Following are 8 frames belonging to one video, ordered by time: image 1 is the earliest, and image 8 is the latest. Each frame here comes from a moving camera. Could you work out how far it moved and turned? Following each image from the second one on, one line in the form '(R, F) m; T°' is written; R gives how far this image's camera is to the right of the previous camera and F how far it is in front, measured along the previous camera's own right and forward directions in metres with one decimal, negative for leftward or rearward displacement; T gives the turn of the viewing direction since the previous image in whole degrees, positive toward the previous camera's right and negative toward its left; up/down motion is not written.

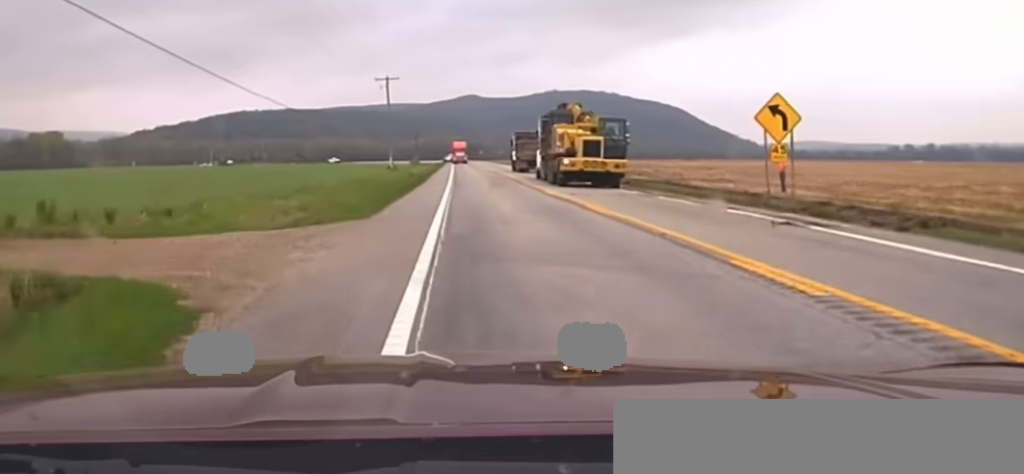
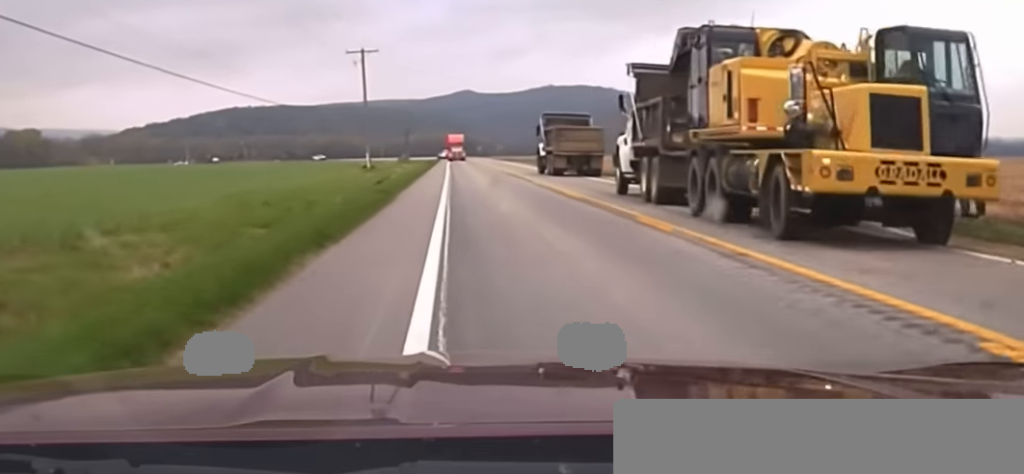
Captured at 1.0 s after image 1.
(0.0, +27.1) m; 0°
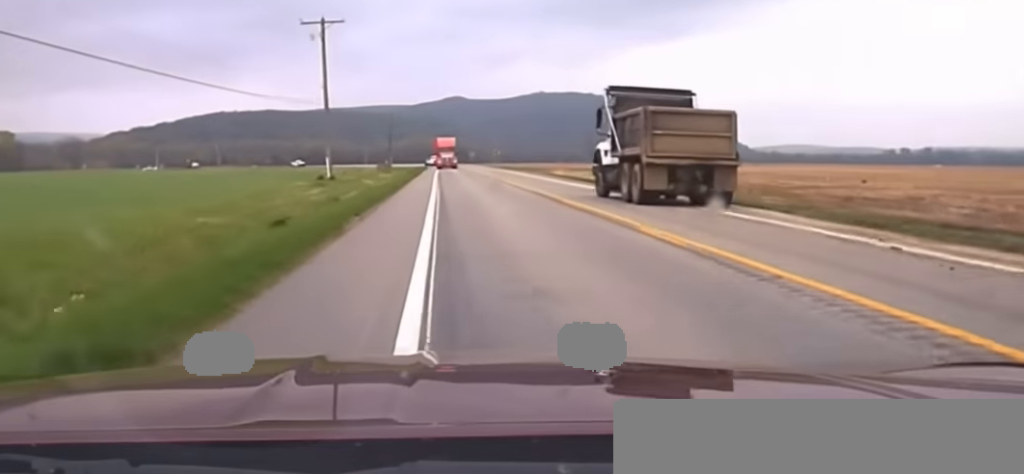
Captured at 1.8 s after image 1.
(+0.1, +22.8) m; +1°
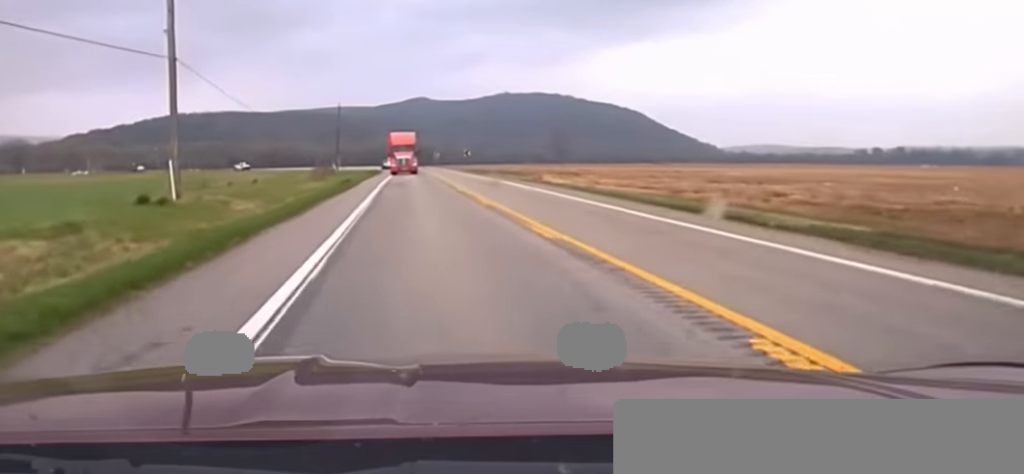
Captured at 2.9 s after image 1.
(+0.5, +31.5) m; +2°
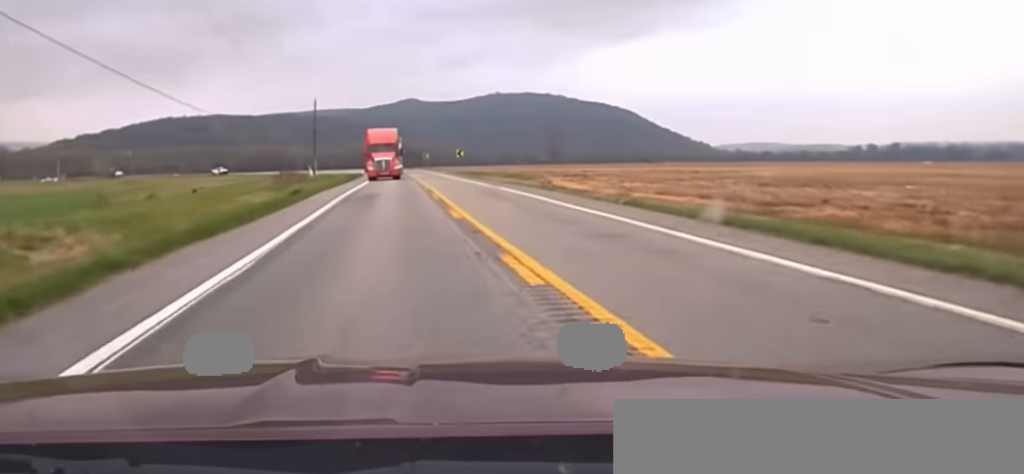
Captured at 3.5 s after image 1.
(+0.1, +17.5) m; +1°
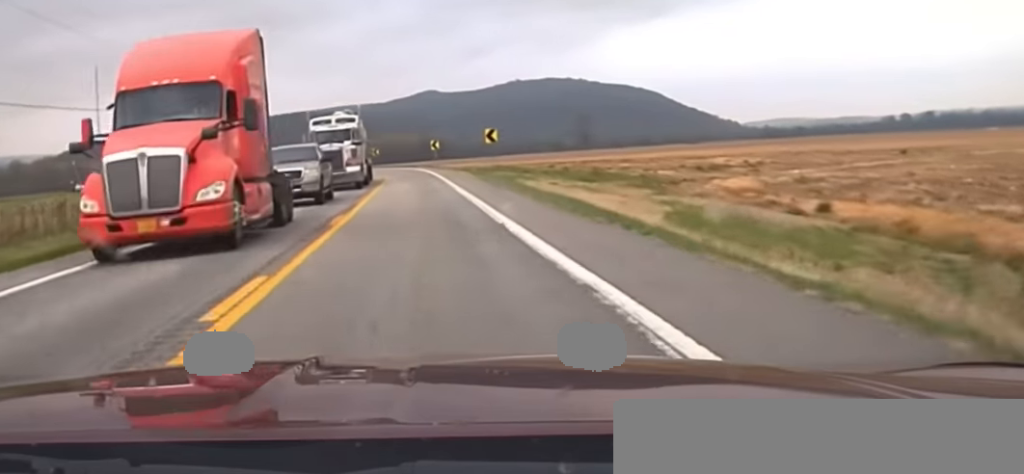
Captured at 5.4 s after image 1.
(+0.5, +69.0) m; -1°
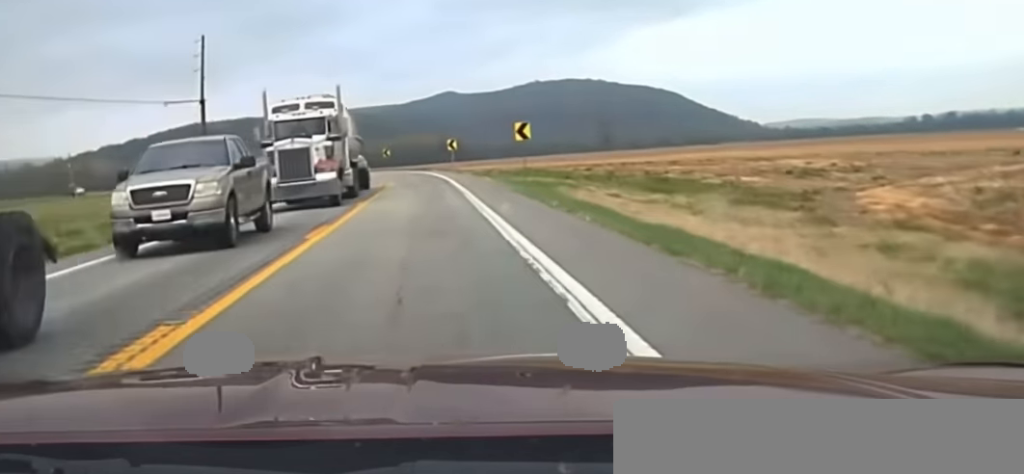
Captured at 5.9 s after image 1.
(-0.3, +16.0) m; -1°
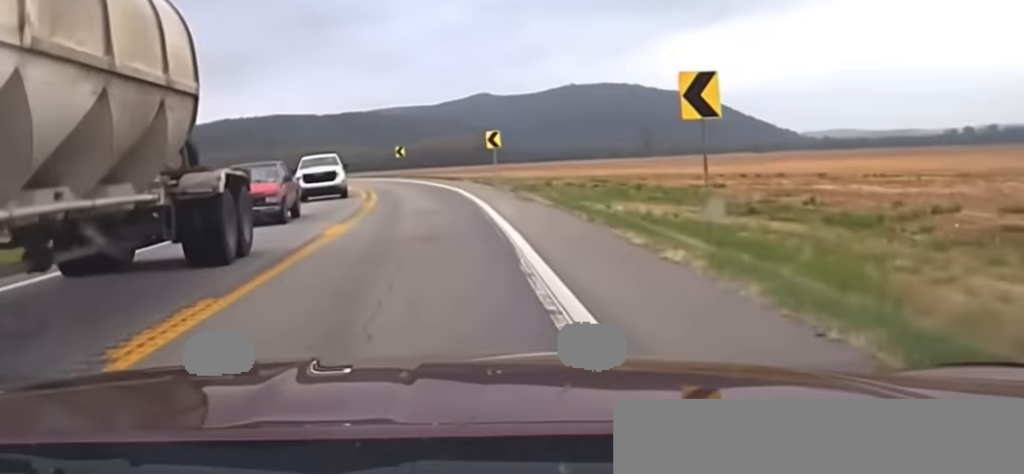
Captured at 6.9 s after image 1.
(-0.7, +33.8) m; -2°
